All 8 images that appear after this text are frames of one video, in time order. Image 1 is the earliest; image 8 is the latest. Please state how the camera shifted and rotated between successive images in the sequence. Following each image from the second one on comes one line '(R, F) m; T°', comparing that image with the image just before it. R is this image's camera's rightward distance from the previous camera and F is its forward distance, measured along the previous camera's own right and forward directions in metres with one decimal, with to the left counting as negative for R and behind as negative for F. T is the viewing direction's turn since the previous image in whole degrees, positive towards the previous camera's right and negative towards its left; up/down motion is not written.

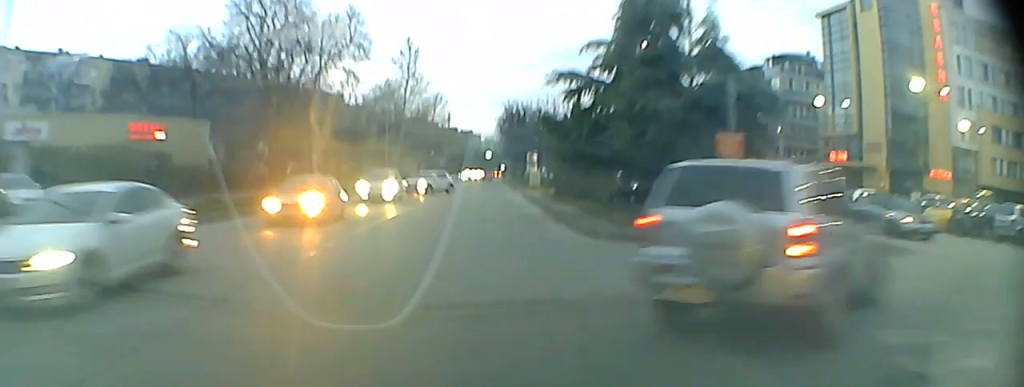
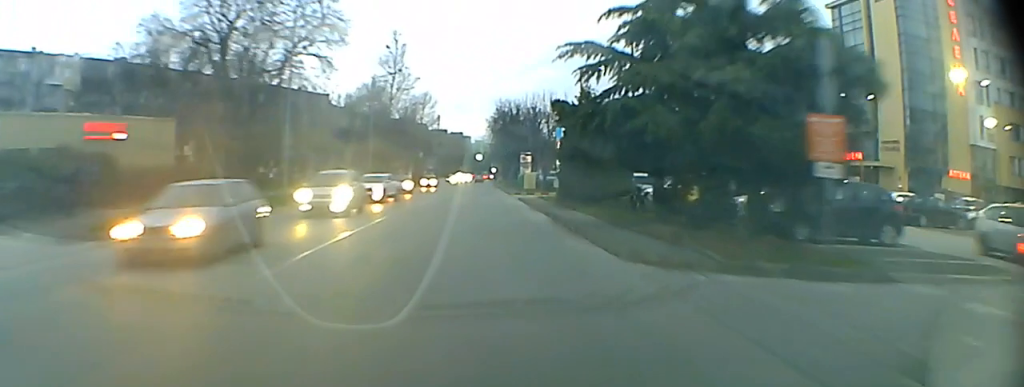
(0.0, +3.7) m; +1°
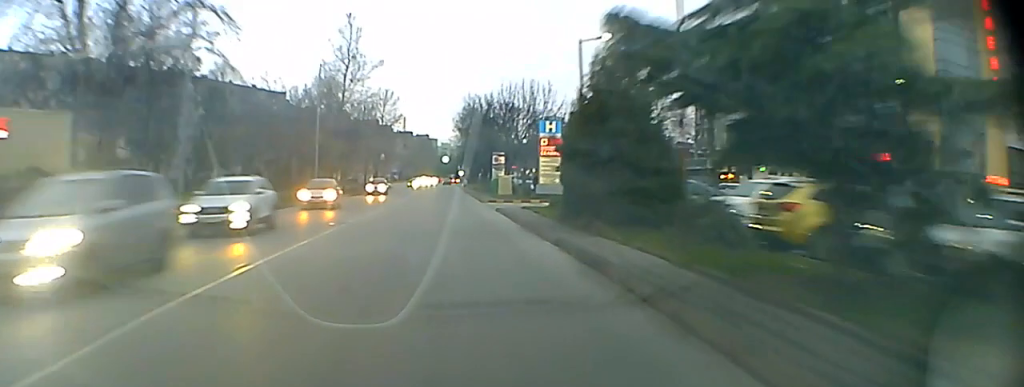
(0.0, +8.6) m; 0°
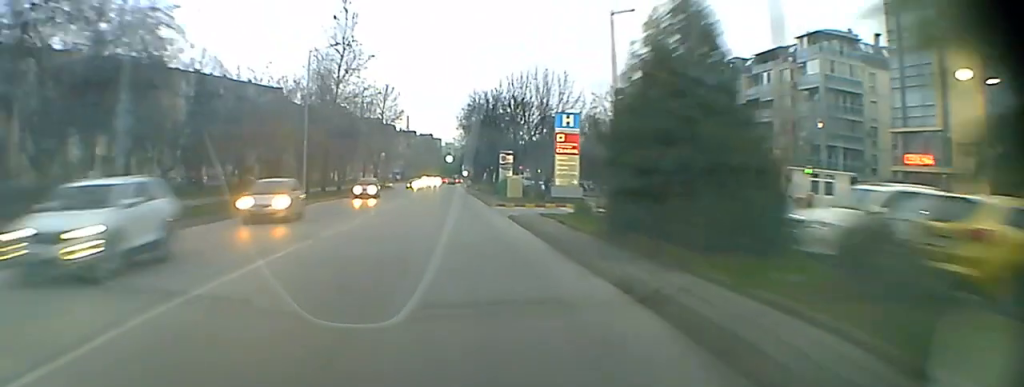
(0.0, +4.3) m; 0°
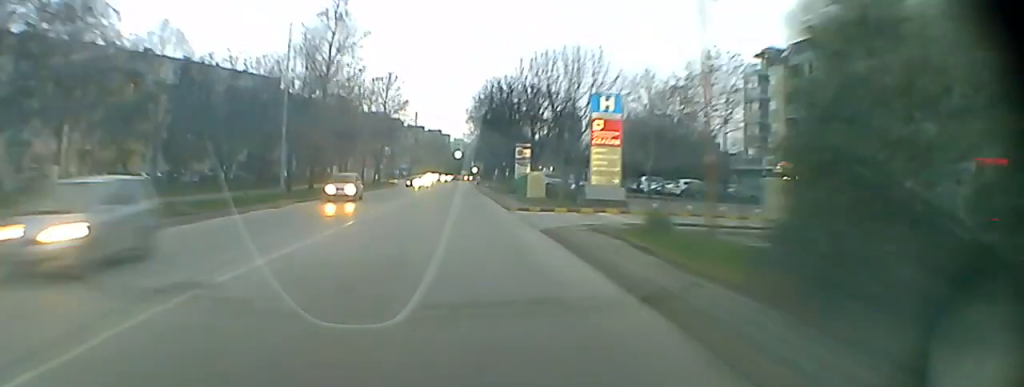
(0.0, +7.5) m; 0°
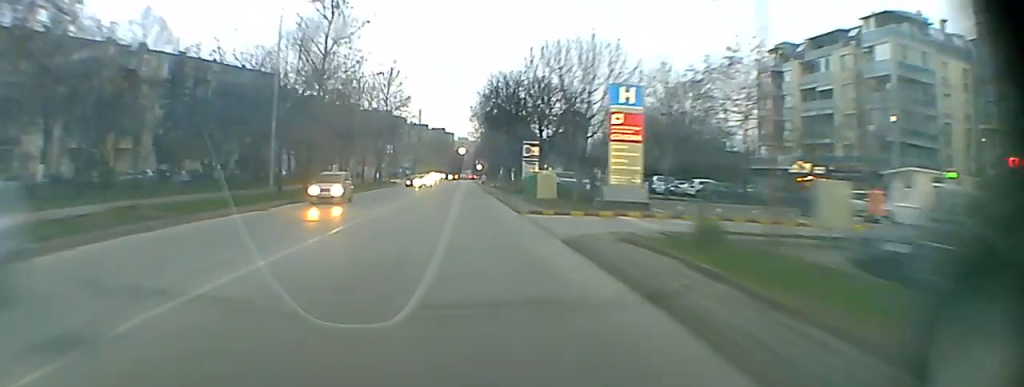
(0.0, +2.9) m; 0°
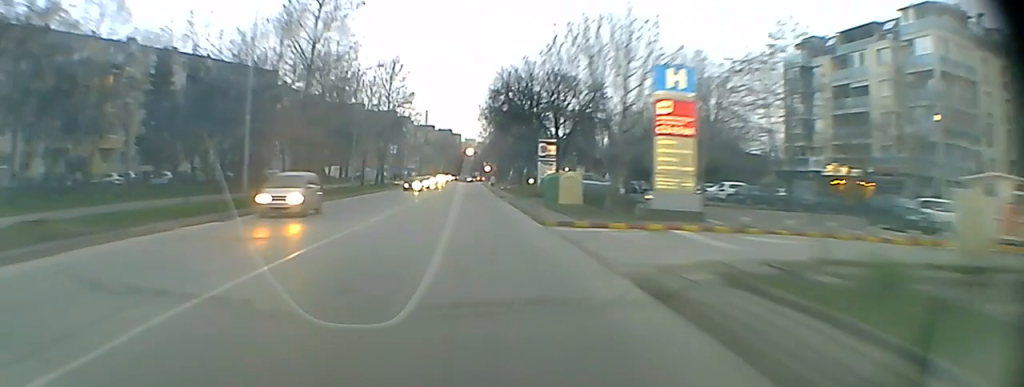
(0.0, +5.2) m; 0°
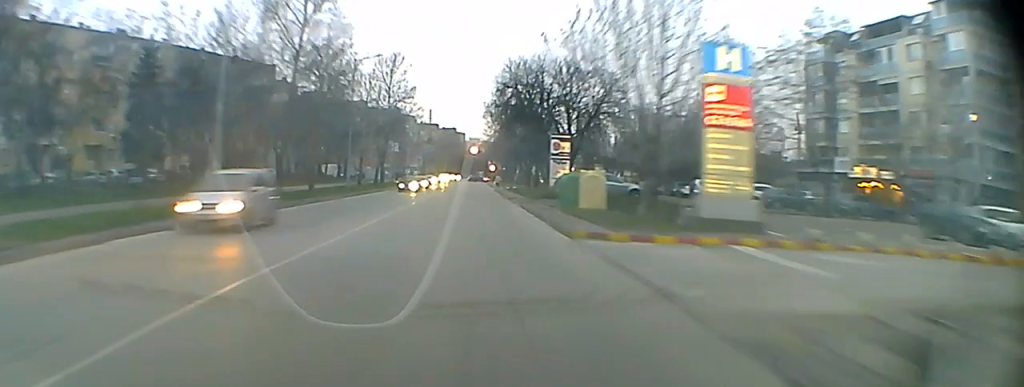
(0.0, +4.4) m; 0°
